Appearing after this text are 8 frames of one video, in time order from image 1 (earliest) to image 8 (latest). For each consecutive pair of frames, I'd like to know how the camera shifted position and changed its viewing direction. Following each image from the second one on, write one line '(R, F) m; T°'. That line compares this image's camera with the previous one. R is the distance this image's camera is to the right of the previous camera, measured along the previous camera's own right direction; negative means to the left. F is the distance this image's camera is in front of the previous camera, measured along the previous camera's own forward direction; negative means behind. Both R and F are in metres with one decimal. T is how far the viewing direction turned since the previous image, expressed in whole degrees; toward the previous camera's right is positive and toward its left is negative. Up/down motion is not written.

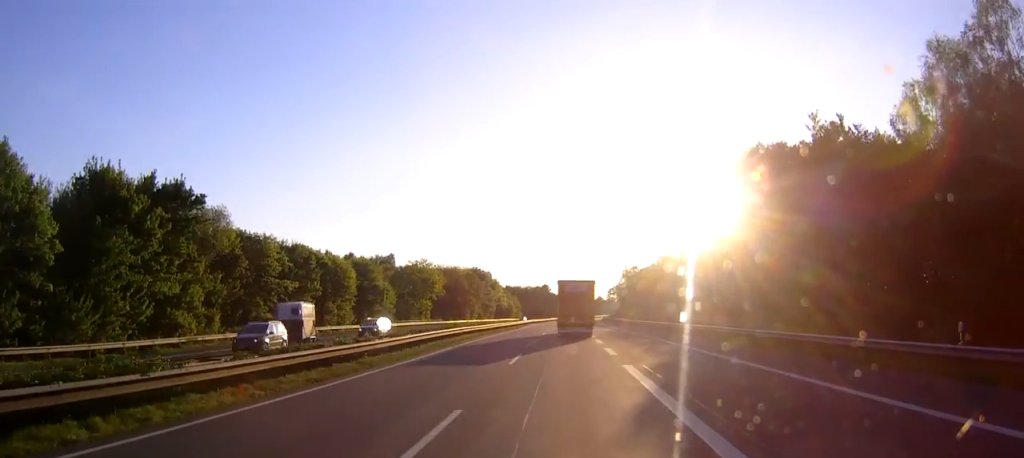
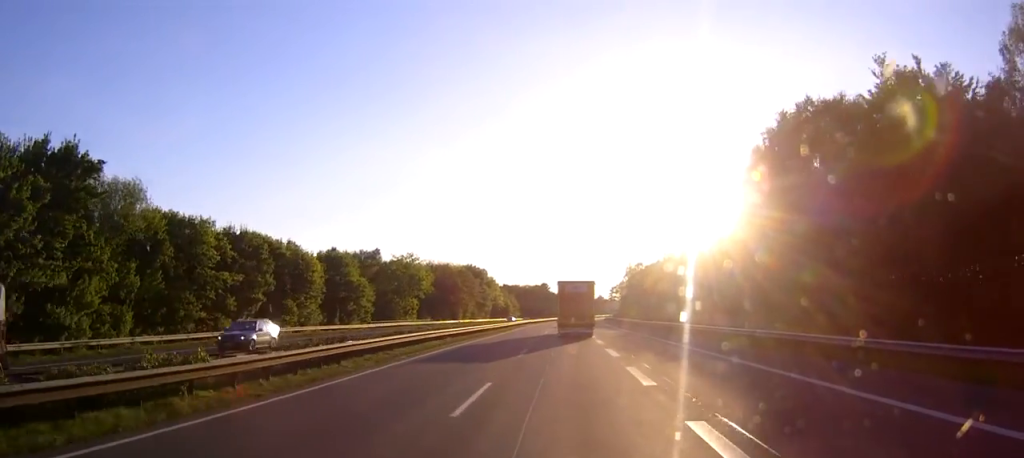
(0.0, +13.0) m; 0°
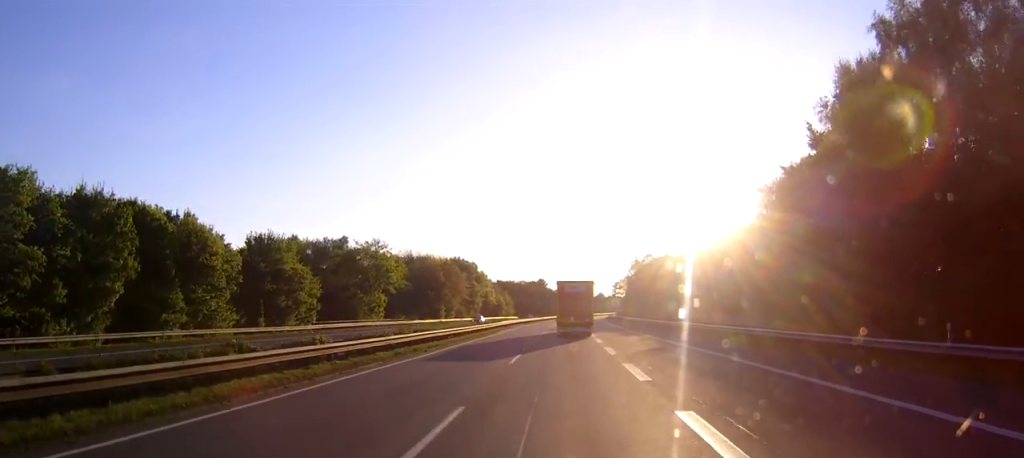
(-0.1, +22.8) m; 0°
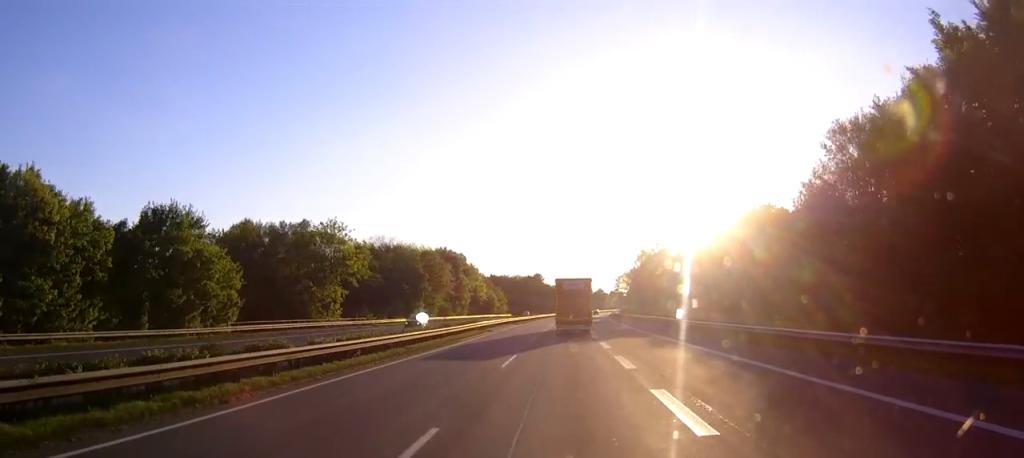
(+0.1, +20.5) m; 0°
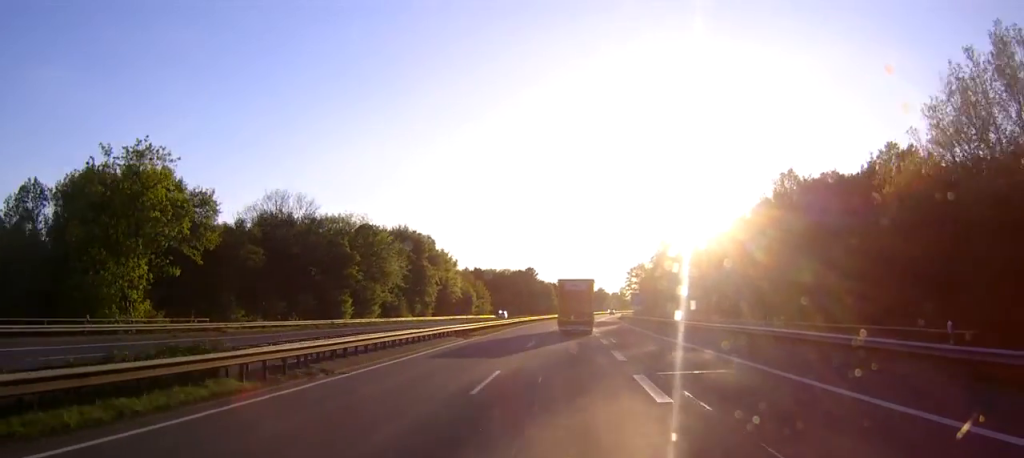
(0.0, +43.5) m; 0°
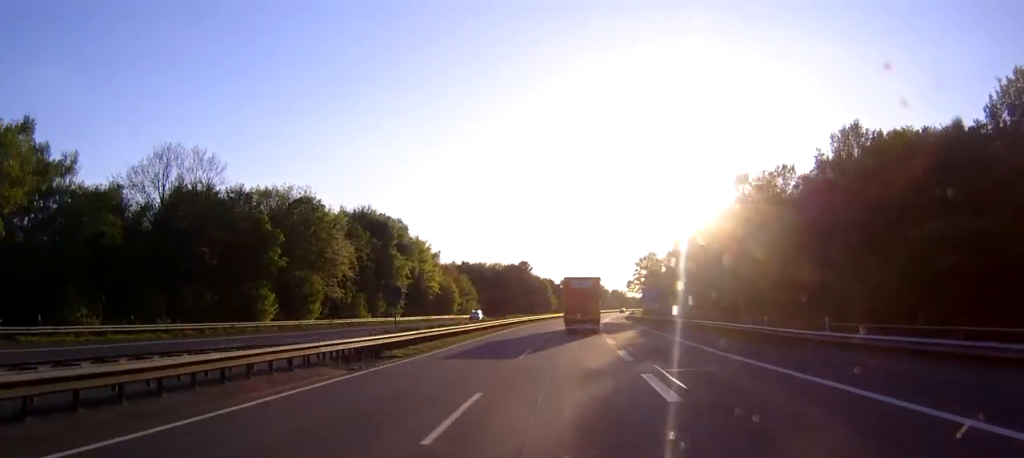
(+0.1, +24.0) m; 0°
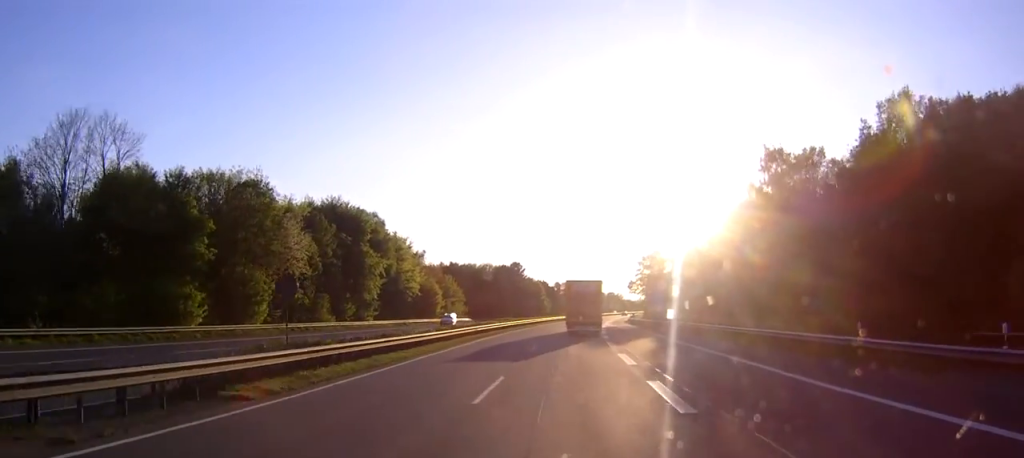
(0.0, +13.3) m; 0°
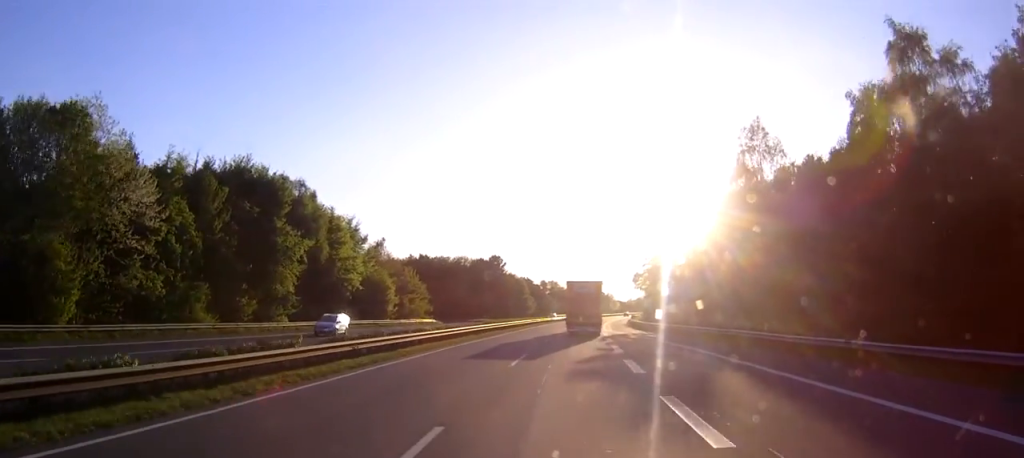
(+0.3, +27.3) m; +1°
